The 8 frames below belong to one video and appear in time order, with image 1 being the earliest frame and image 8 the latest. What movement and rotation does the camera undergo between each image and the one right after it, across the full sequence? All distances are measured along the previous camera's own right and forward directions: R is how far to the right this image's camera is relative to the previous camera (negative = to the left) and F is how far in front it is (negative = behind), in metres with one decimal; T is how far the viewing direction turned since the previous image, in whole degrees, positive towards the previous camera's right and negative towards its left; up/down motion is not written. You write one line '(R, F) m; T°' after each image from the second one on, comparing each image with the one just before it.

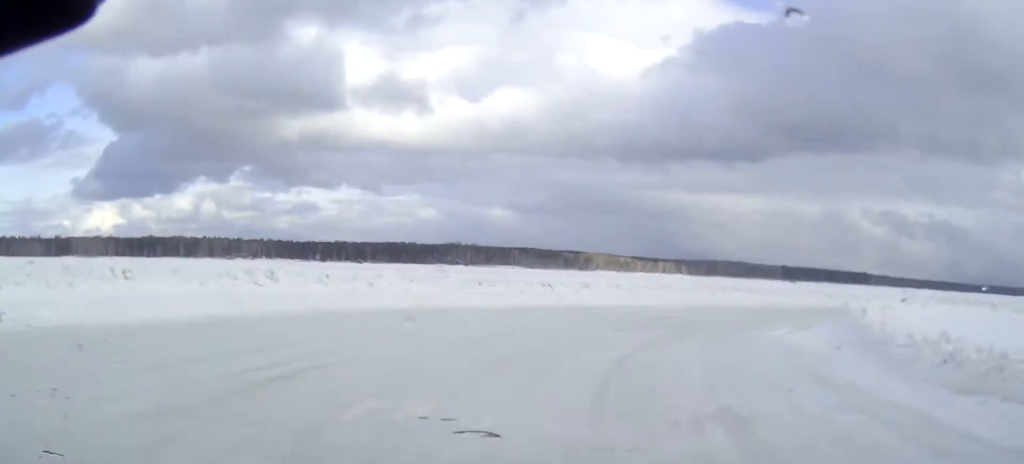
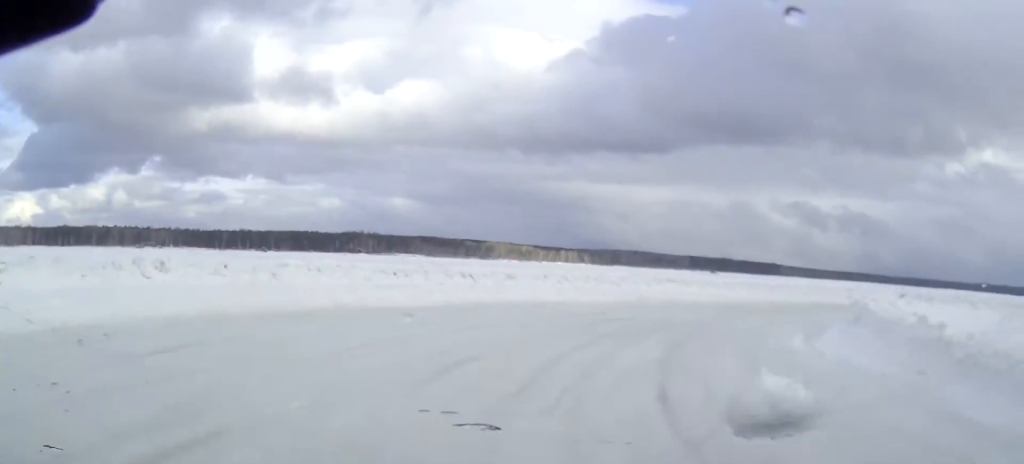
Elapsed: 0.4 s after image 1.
(+0.2, +4.0) m; +8°
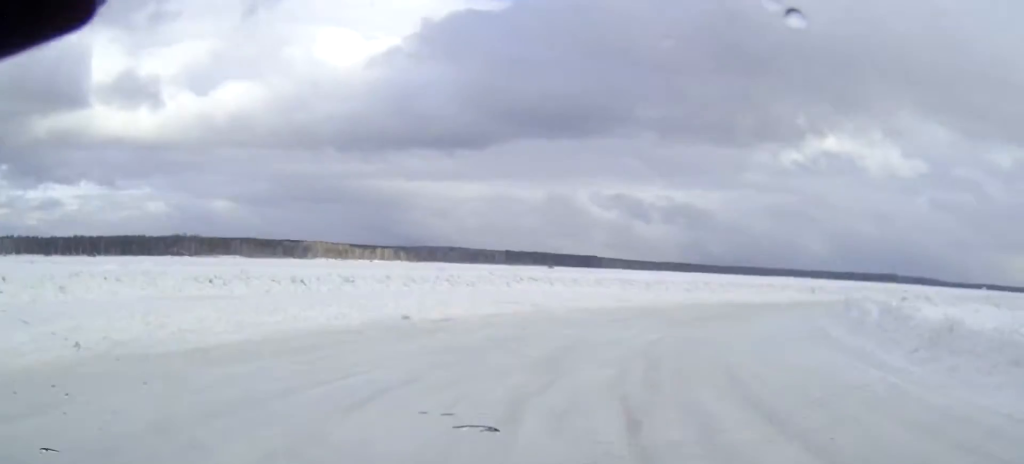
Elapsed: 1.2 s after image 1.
(+0.9, +6.6) m; +14°
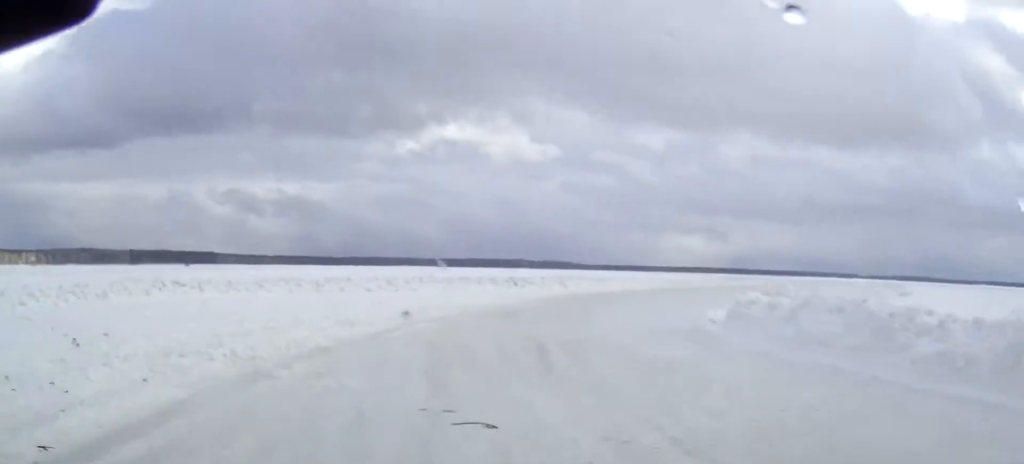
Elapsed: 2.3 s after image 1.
(+2.0, +10.6) m; +19°
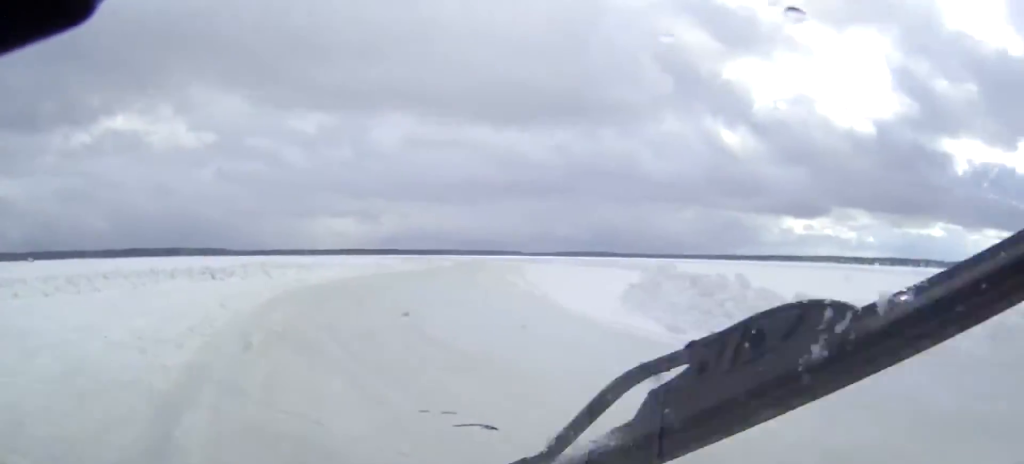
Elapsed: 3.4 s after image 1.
(+1.2, +11.5) m; +9°
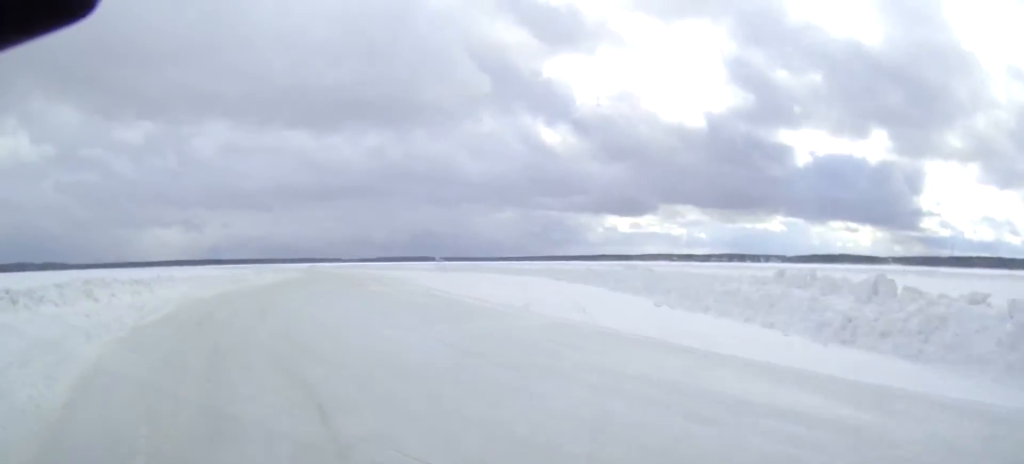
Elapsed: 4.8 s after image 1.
(+0.8, +17.5) m; +5°
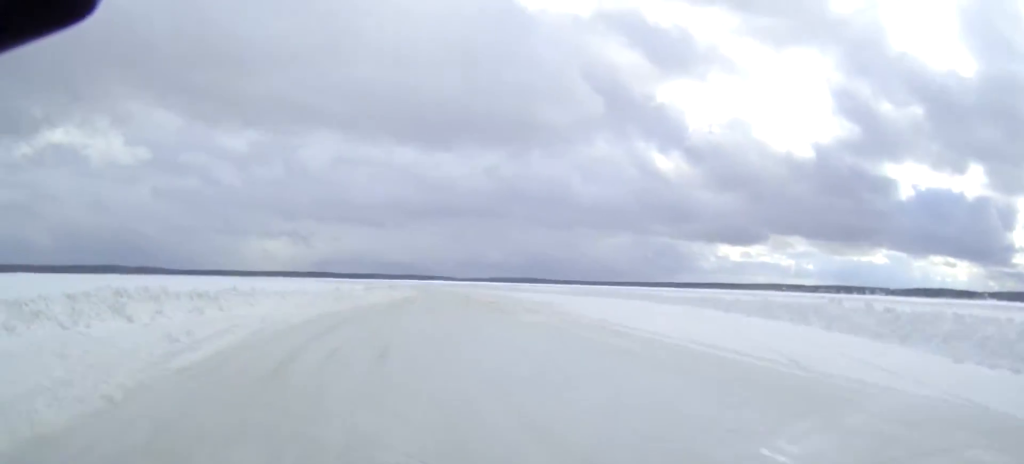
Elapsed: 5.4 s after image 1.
(+0.2, +10.7) m; +2°
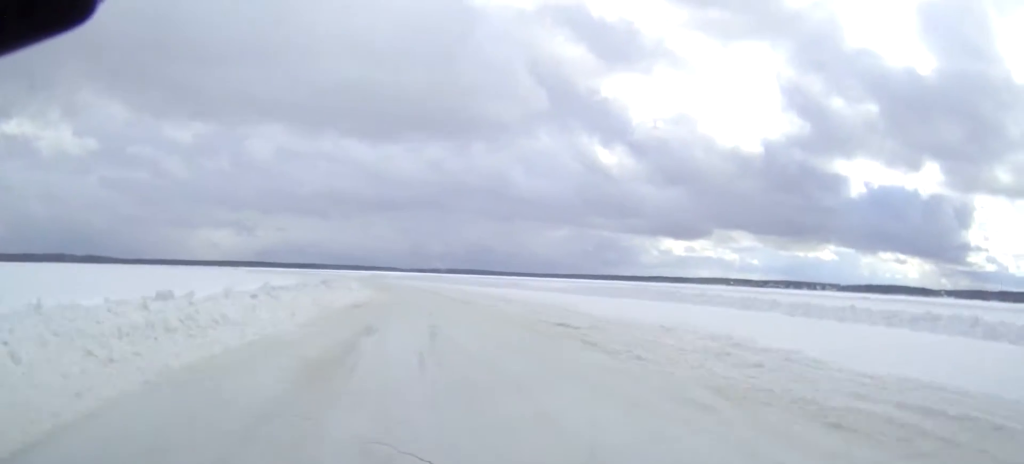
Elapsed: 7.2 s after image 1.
(+0.7, +30.3) m; +1°
